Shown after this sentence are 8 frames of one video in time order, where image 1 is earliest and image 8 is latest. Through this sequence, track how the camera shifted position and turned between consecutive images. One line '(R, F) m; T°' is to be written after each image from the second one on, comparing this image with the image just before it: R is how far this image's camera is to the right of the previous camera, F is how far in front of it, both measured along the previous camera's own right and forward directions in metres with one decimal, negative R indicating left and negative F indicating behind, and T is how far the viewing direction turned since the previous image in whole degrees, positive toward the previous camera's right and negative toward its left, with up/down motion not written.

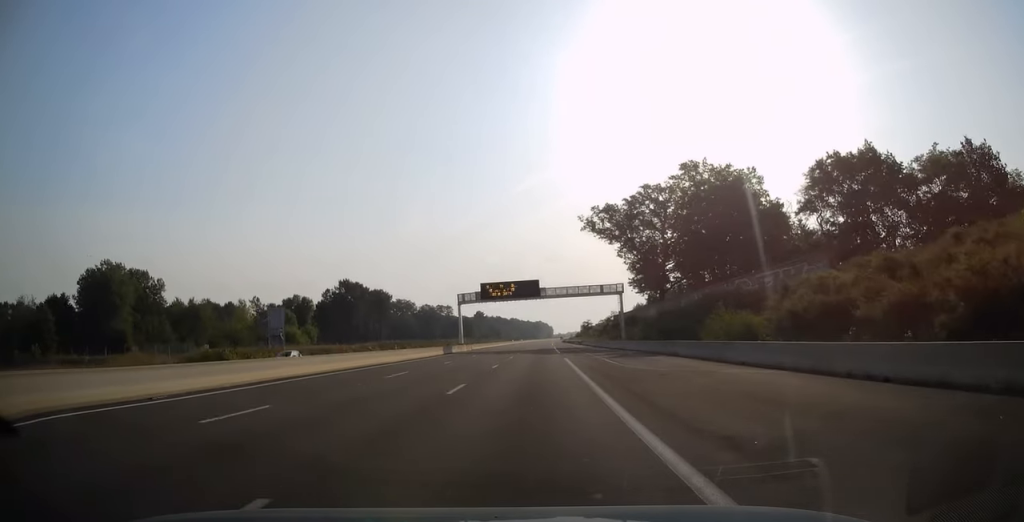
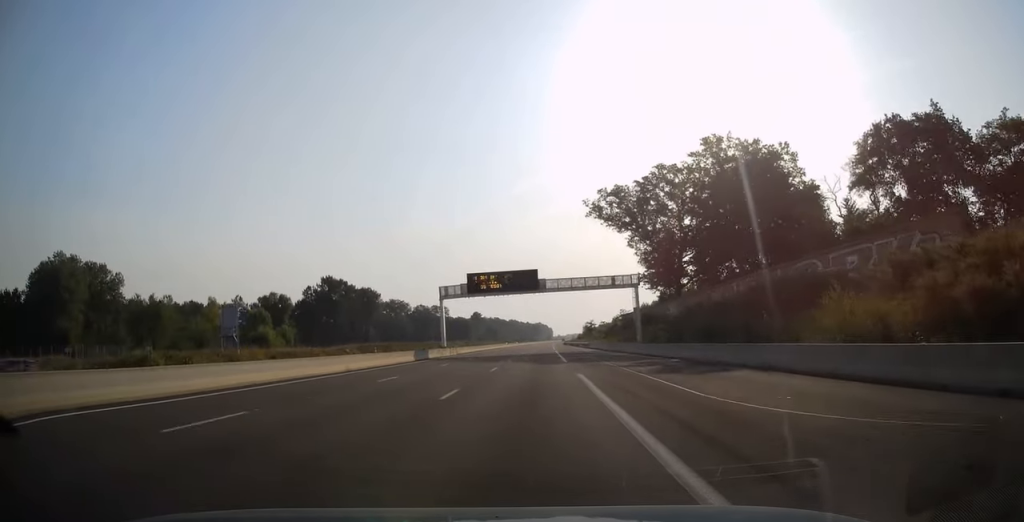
(+0.1, +14.2) m; 0°
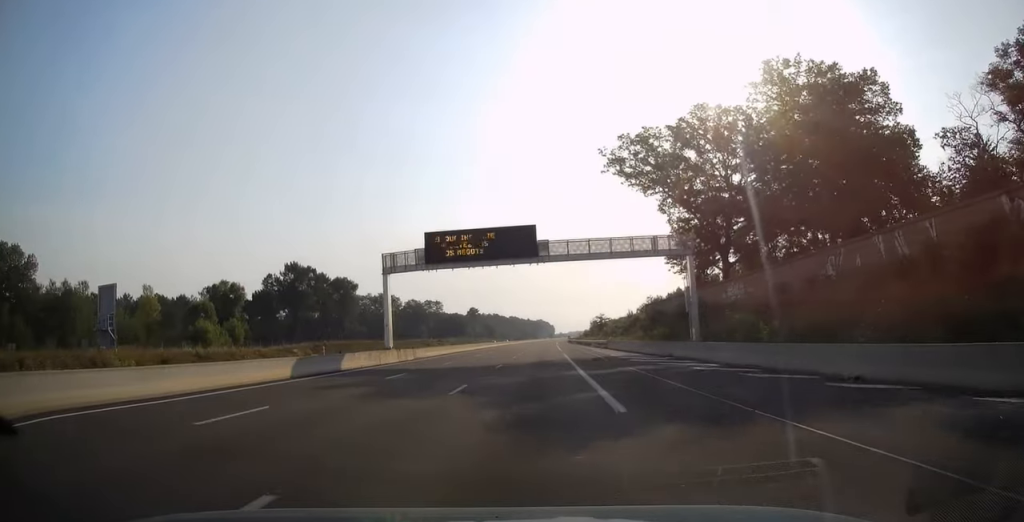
(+0.2, +25.0) m; +1°
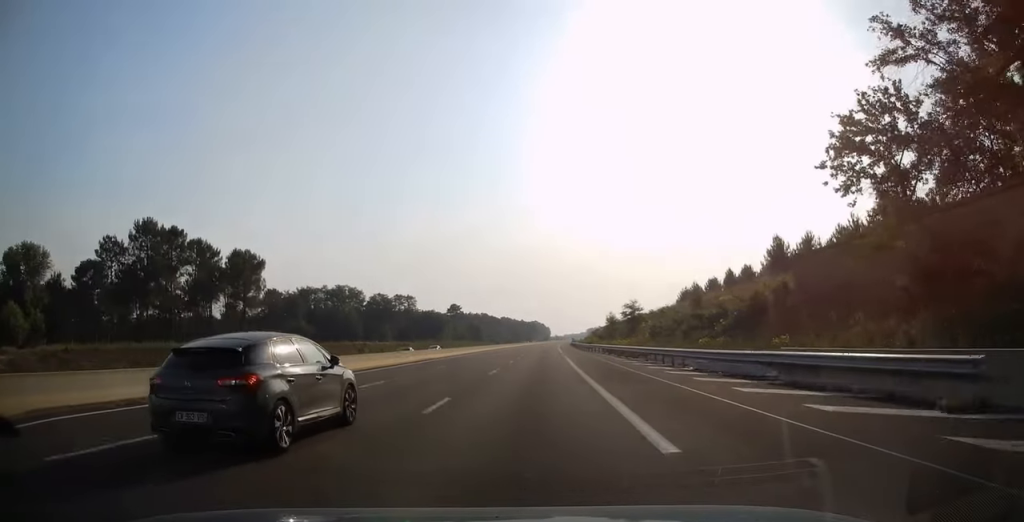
(0.0, +55.7) m; +1°
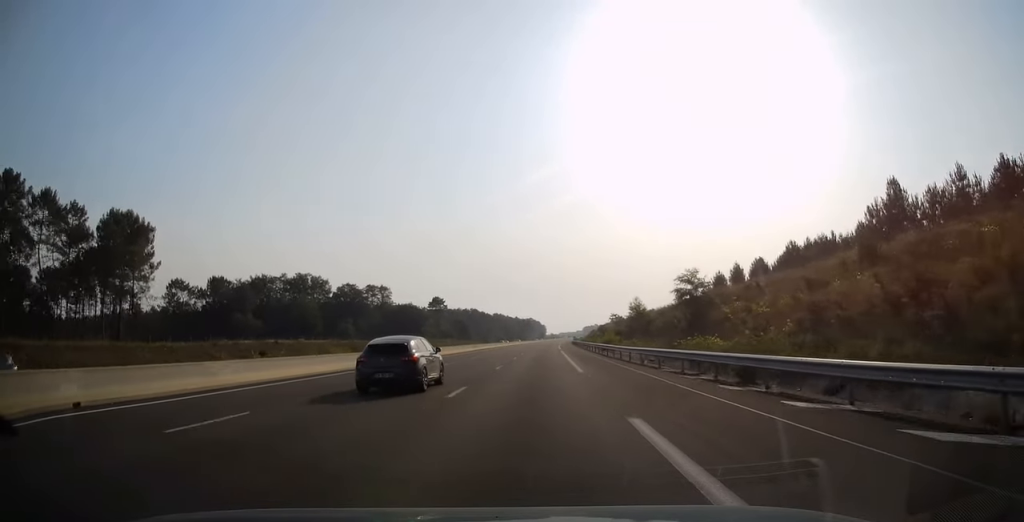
(+0.3, +36.2) m; 0°
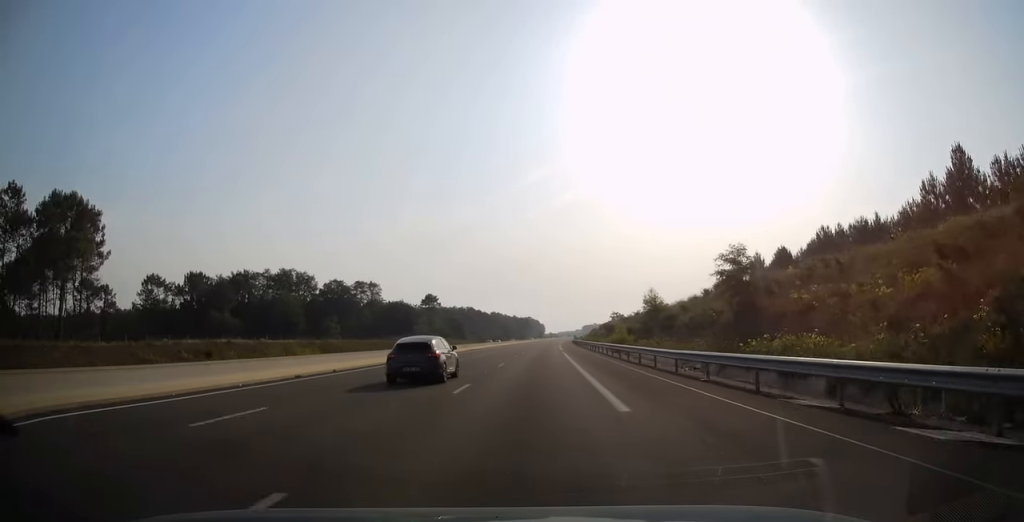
(-0.1, +12.2) m; 0°
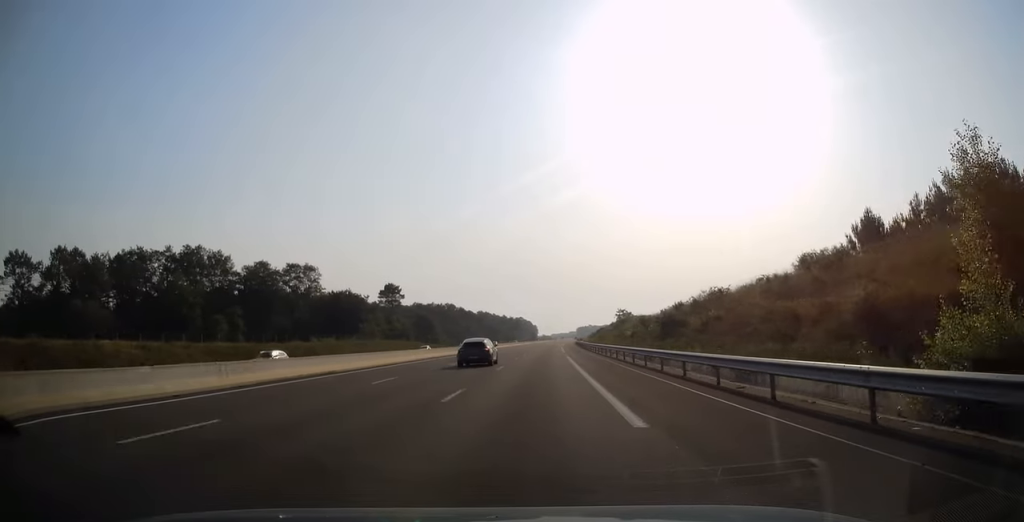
(+0.3, +53.8) m; +1°
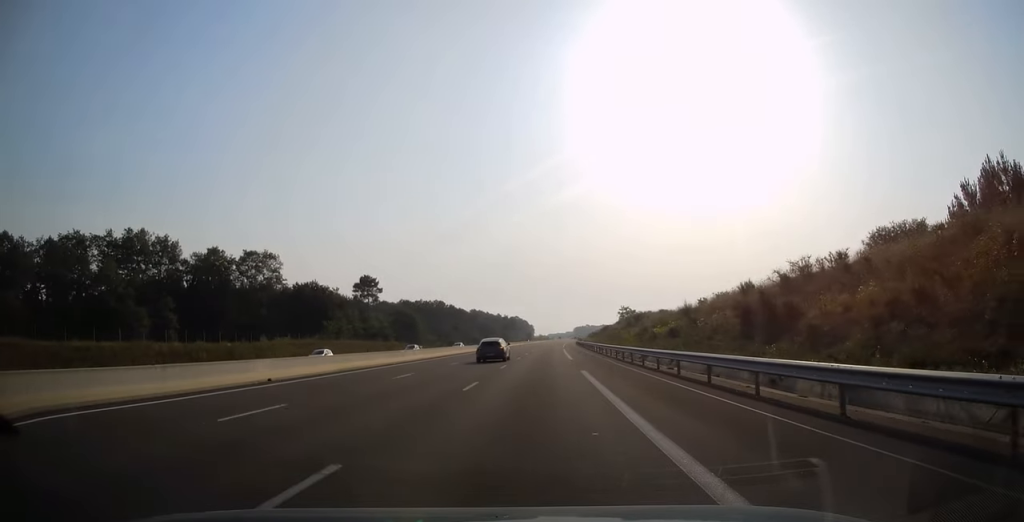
(+0.1, +23.0) m; 0°
